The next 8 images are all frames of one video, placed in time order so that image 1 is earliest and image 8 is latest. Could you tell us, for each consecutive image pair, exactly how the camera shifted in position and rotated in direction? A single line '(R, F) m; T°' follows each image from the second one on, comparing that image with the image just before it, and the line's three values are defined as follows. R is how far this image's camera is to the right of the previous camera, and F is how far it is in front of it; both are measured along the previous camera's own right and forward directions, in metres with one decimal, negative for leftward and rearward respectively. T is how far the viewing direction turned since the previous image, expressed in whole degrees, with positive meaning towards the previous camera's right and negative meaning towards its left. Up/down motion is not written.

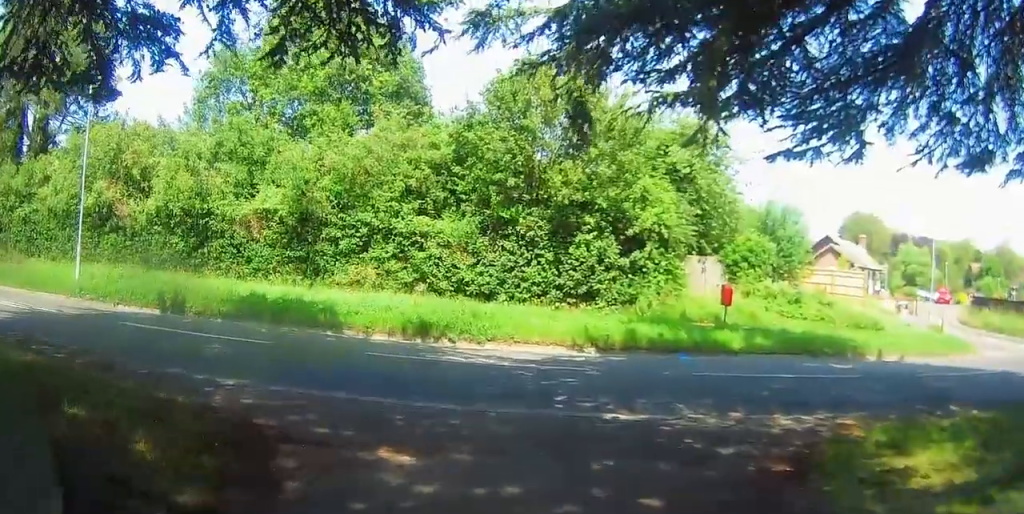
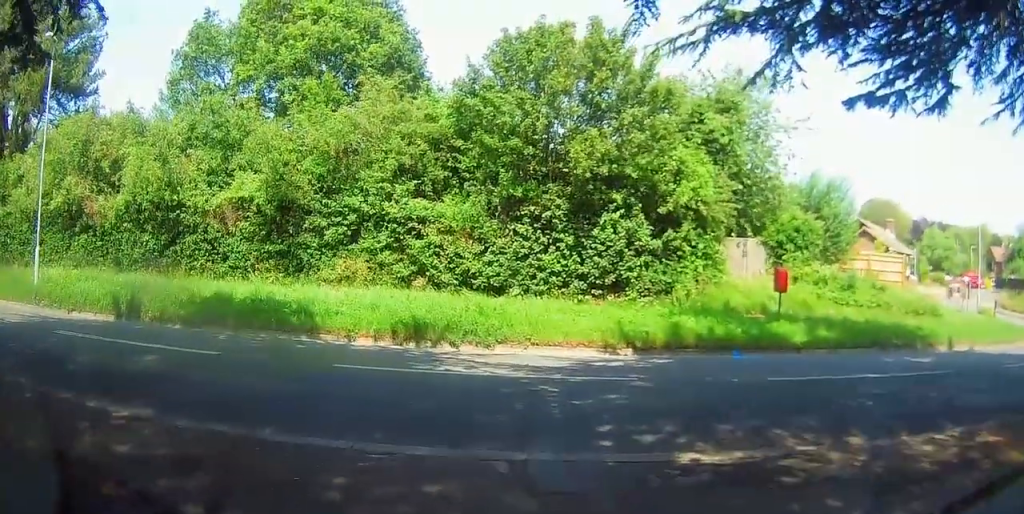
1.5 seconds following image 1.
(0.0, +2.9) m; 0°
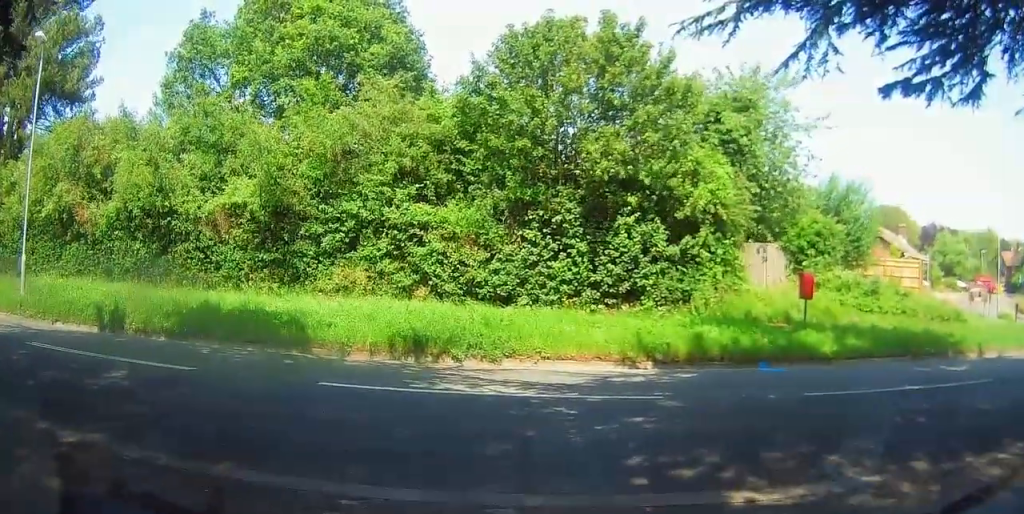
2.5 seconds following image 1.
(+0.1, +0.7) m; 0°
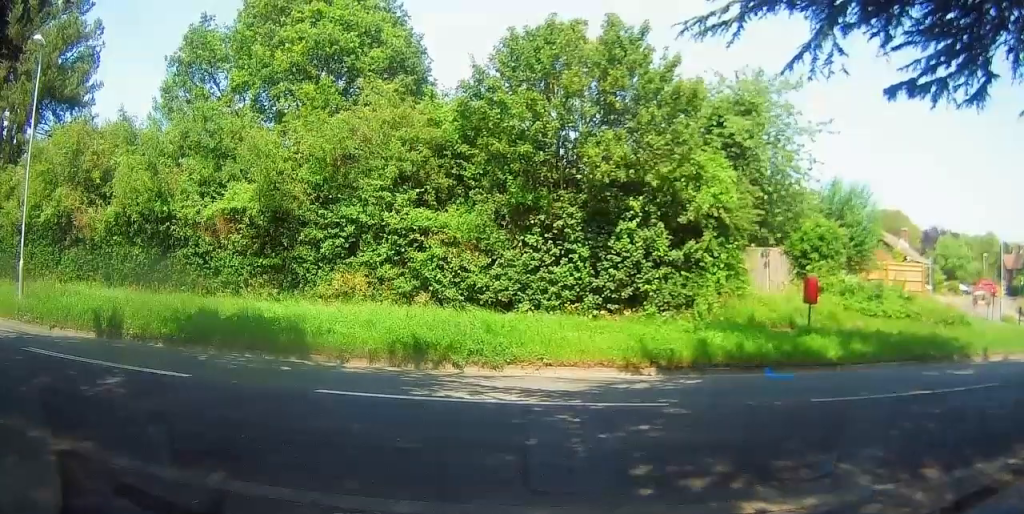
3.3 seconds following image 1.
(0.0, +0.1) m; 0°
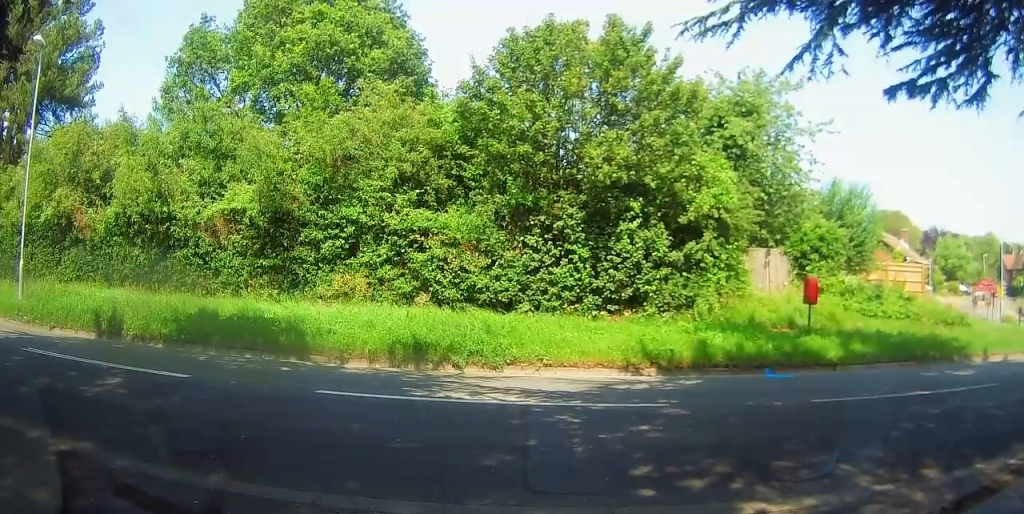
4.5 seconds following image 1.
(0.0, 0.0) m; 0°
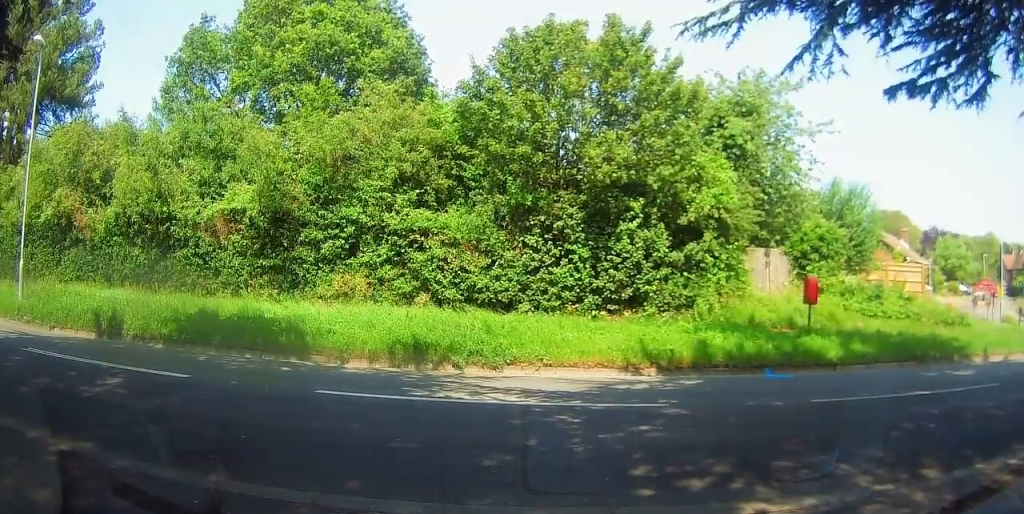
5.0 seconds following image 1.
(0.0, 0.0) m; 0°
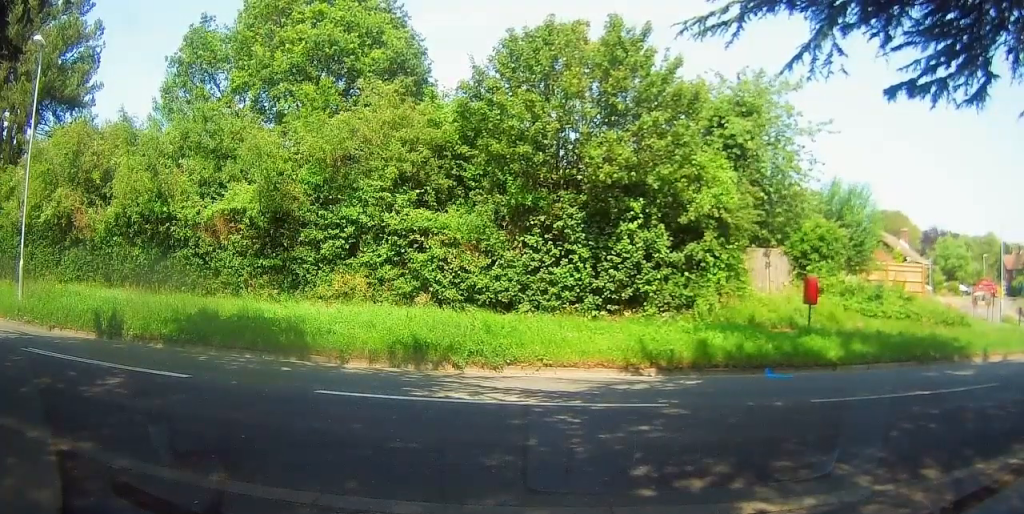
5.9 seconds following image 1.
(0.0, 0.0) m; 0°
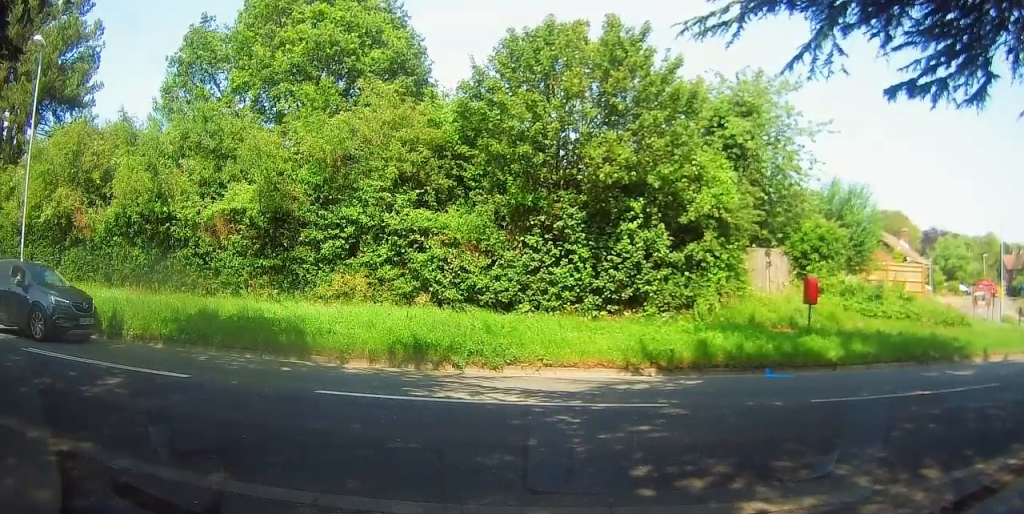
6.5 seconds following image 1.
(0.0, 0.0) m; 0°
